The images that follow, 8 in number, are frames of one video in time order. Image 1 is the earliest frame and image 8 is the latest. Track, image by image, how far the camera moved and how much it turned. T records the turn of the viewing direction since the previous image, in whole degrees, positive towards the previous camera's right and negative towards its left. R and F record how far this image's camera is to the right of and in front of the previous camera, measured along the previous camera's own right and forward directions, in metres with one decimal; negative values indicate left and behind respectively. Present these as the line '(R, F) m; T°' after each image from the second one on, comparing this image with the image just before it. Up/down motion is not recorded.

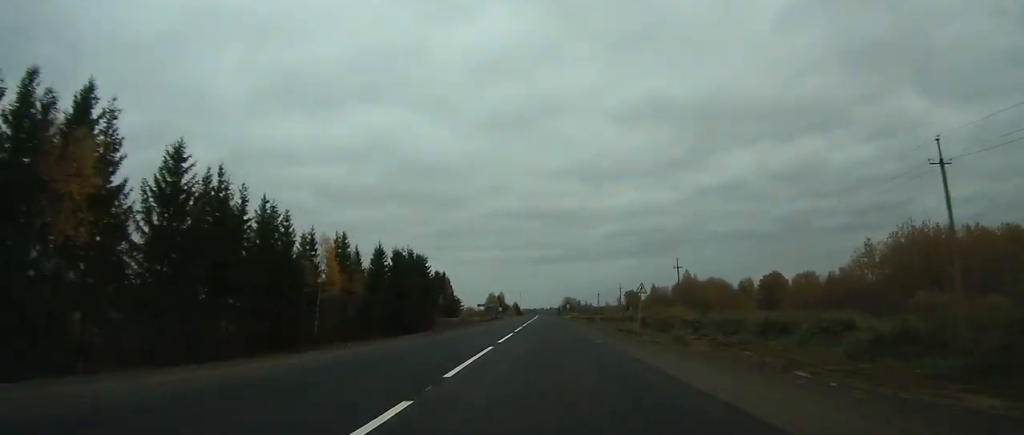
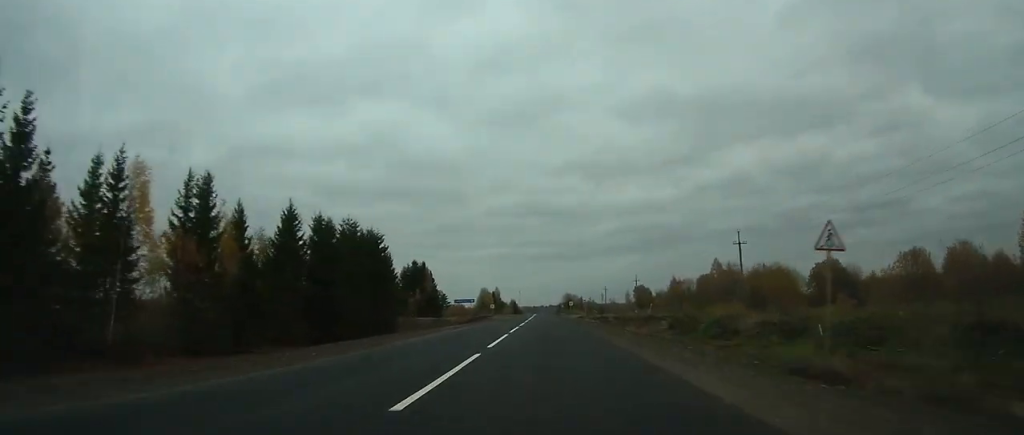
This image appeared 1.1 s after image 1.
(0.0, +27.0) m; 0°
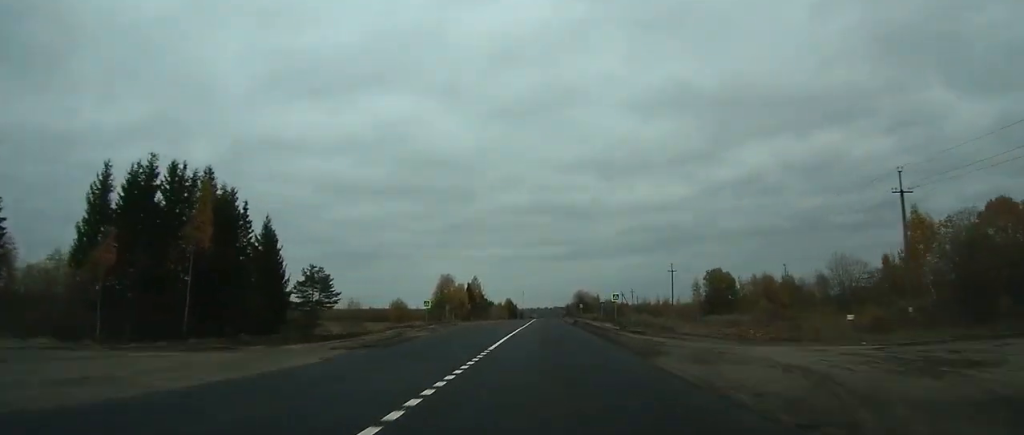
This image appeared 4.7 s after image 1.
(+0.2, +97.4) m; 0°
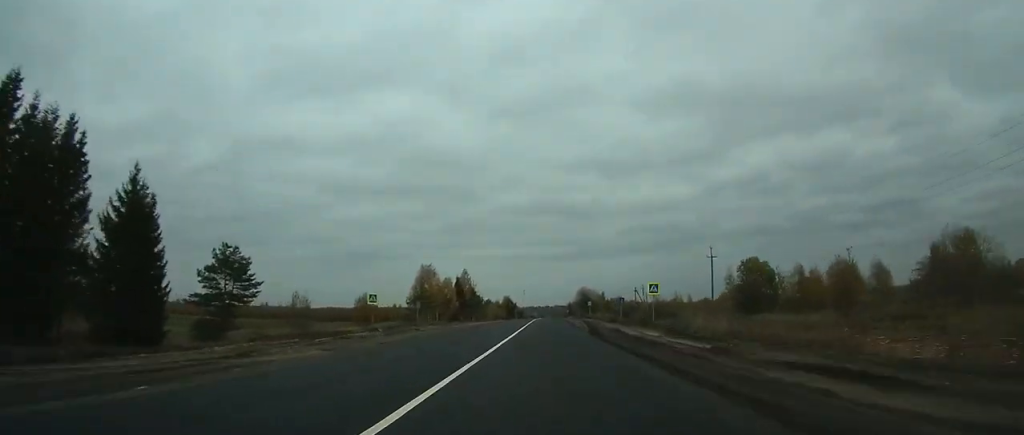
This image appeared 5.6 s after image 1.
(-0.1, +23.8) m; 0°
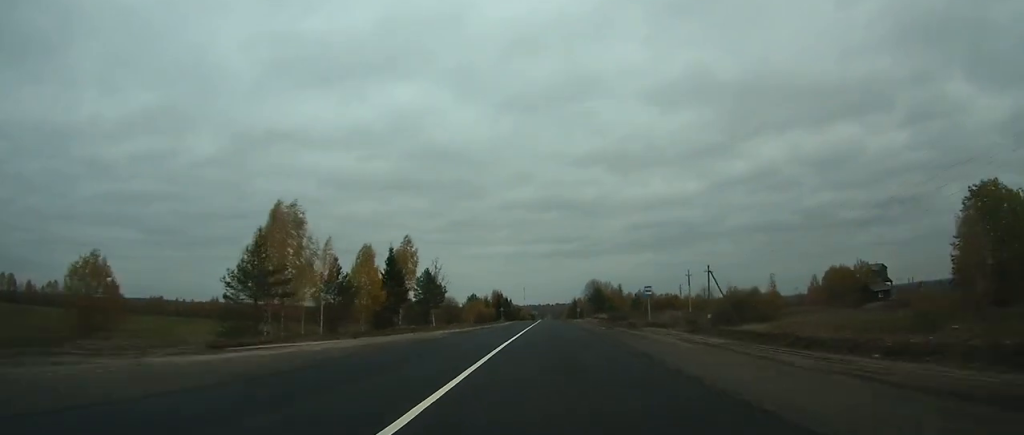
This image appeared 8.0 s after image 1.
(-0.2, +64.3) m; 0°
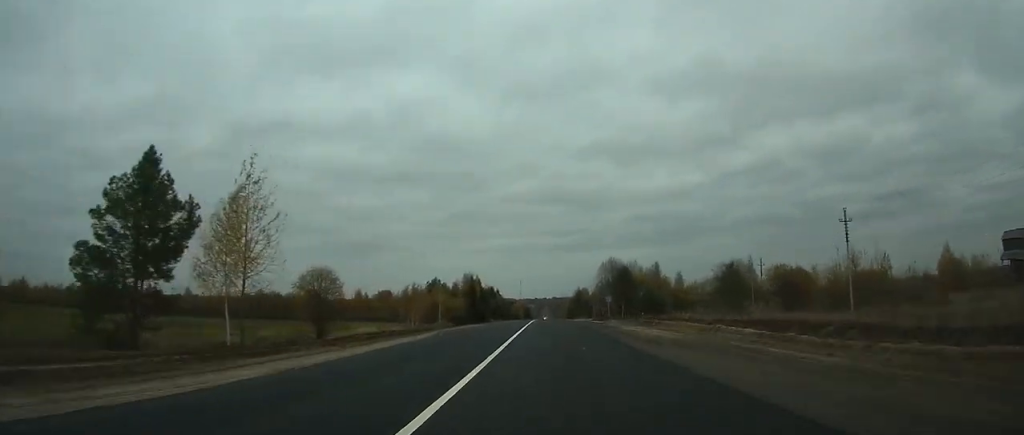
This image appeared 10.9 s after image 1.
(+0.2, +73.0) m; 0°
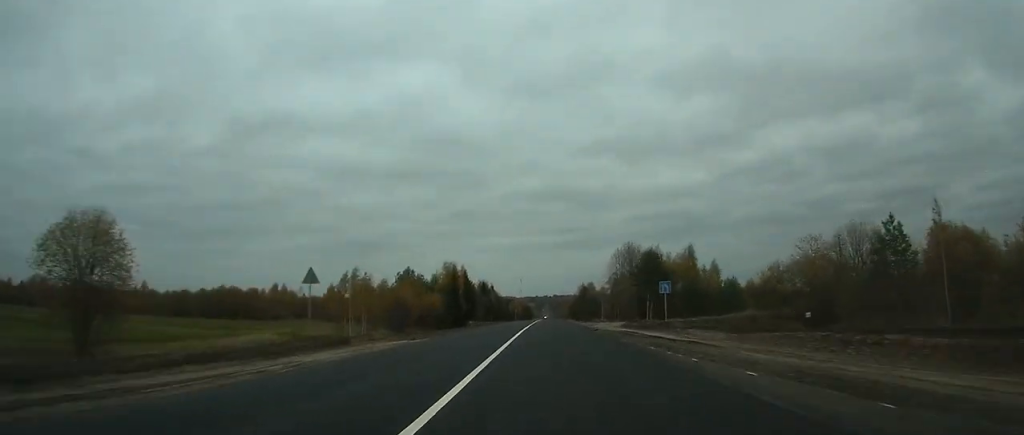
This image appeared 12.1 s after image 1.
(0.0, +31.8) m; 0°
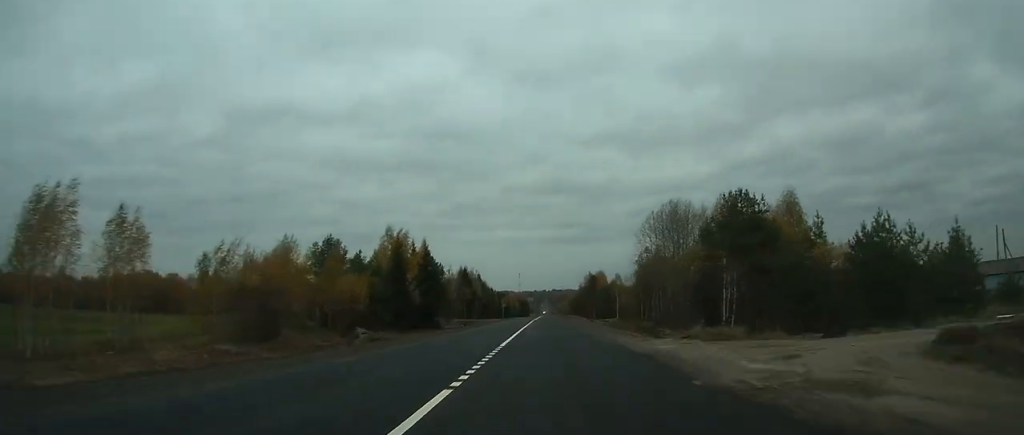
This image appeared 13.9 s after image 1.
(0.0, +48.1) m; 0°
